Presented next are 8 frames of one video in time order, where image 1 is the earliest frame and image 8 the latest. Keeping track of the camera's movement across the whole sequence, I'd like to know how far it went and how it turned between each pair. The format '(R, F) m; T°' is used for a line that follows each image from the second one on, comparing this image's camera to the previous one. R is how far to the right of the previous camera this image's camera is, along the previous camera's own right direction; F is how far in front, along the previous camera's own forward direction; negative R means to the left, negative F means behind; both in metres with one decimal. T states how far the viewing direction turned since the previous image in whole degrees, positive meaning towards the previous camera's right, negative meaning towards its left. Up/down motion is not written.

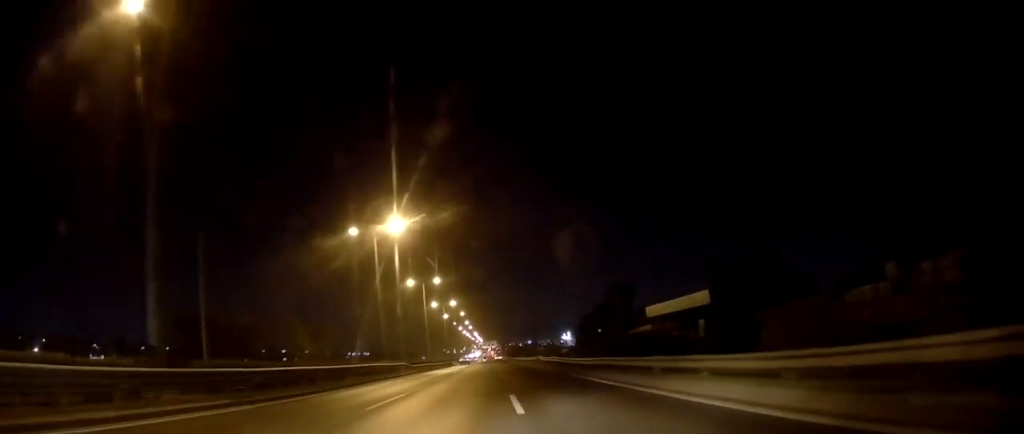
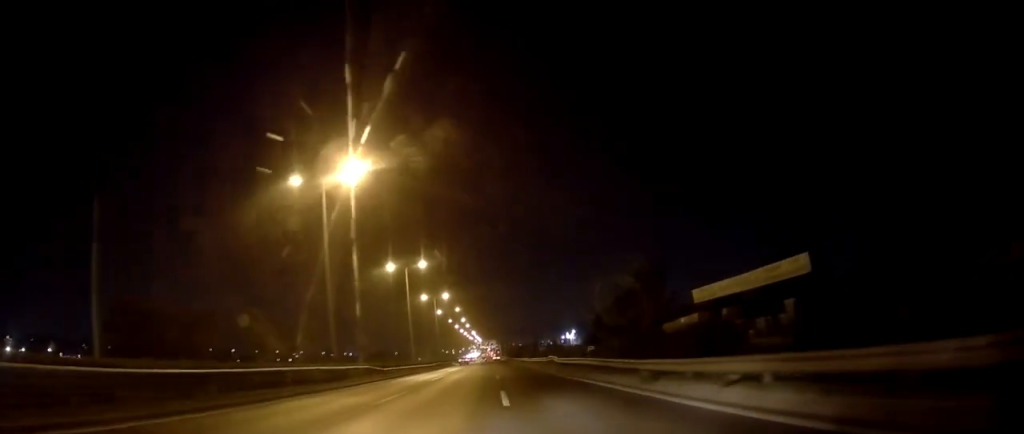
(+0.3, +15.5) m; 0°
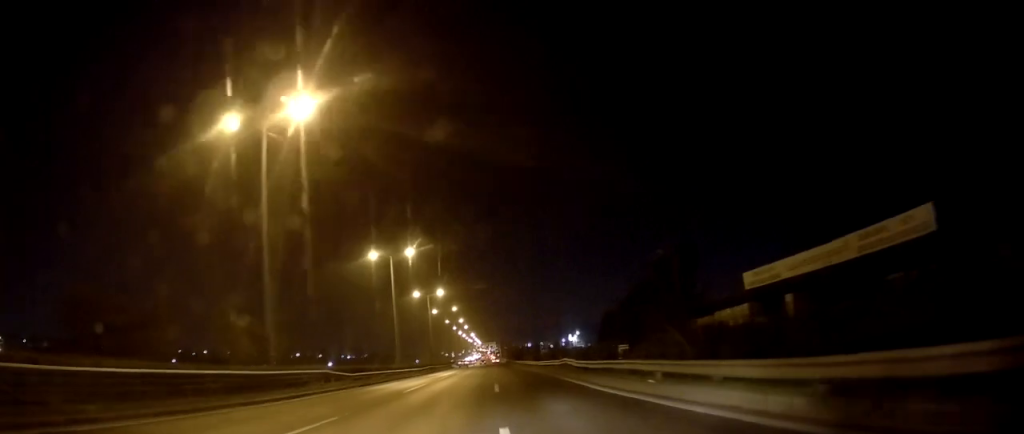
(+0.3, +10.2) m; 0°
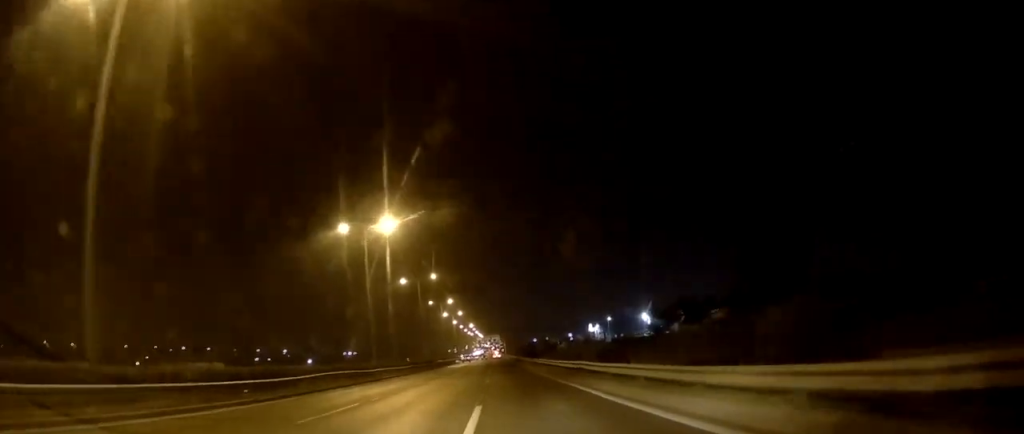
(-1.3, +48.3) m; -1°
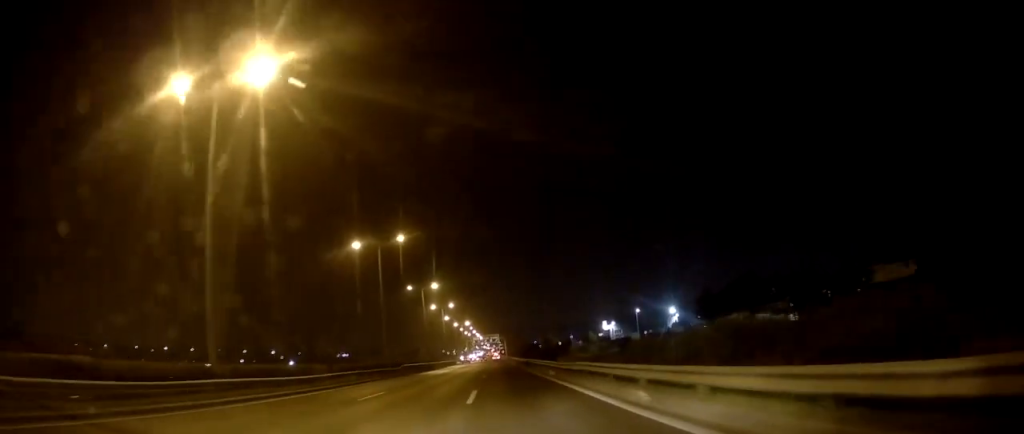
(+0.3, +29.3) m; -1°
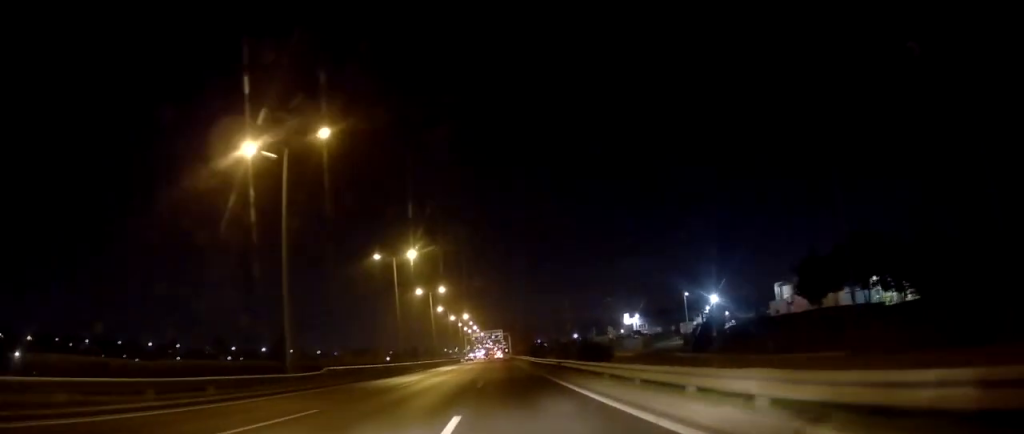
(-0.5, +27.4) m; -1°
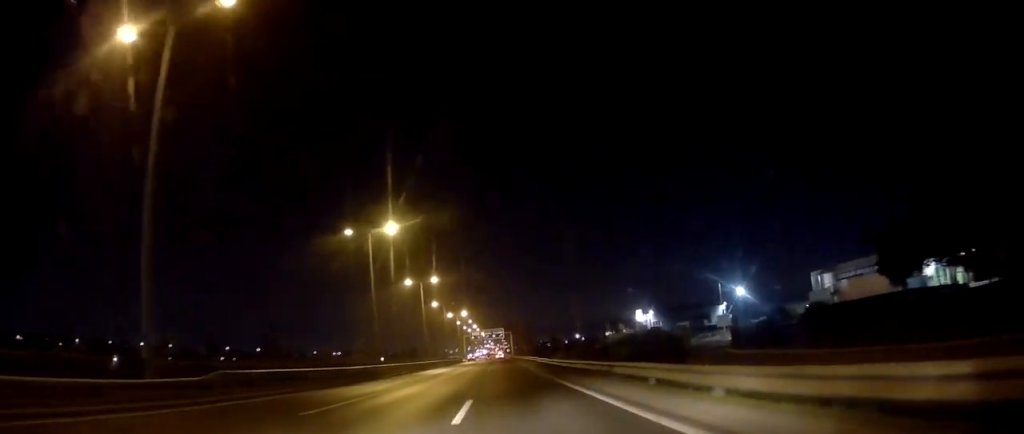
(+0.2, +13.2) m; 0°
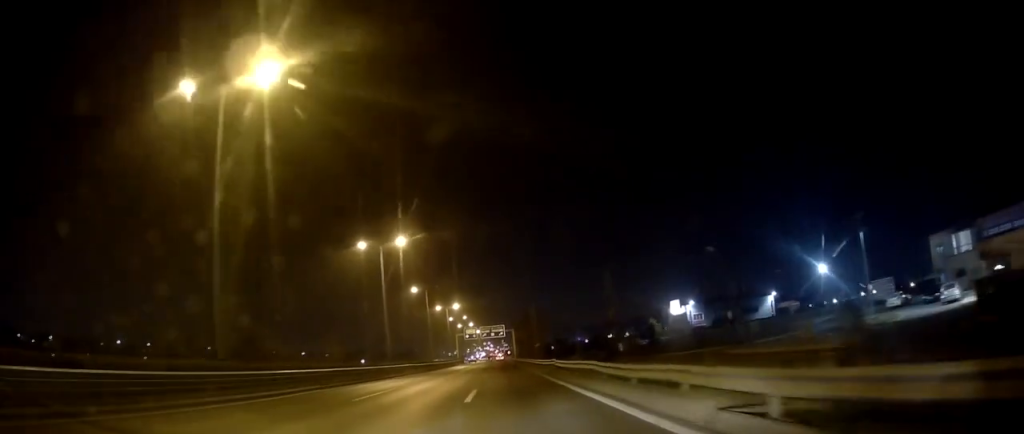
(-0.3, +30.3) m; 0°
